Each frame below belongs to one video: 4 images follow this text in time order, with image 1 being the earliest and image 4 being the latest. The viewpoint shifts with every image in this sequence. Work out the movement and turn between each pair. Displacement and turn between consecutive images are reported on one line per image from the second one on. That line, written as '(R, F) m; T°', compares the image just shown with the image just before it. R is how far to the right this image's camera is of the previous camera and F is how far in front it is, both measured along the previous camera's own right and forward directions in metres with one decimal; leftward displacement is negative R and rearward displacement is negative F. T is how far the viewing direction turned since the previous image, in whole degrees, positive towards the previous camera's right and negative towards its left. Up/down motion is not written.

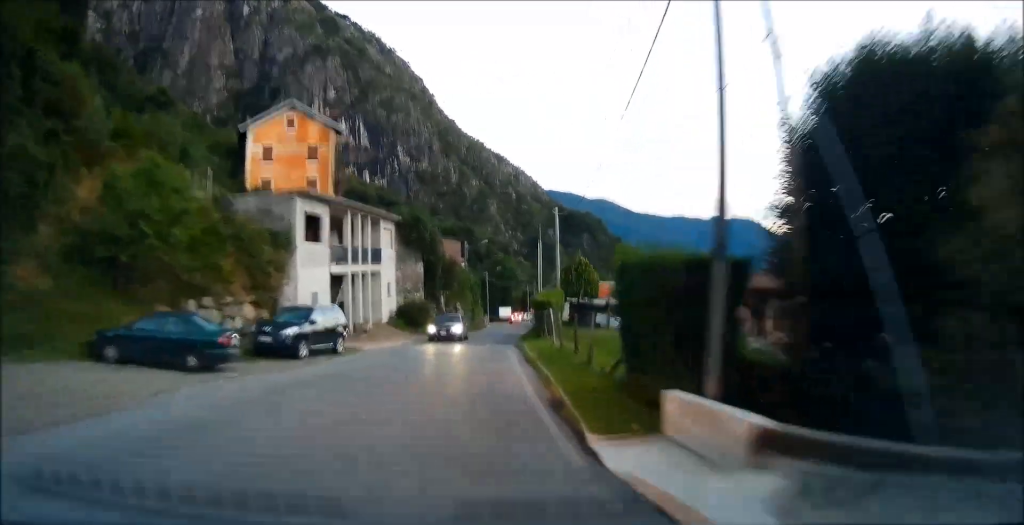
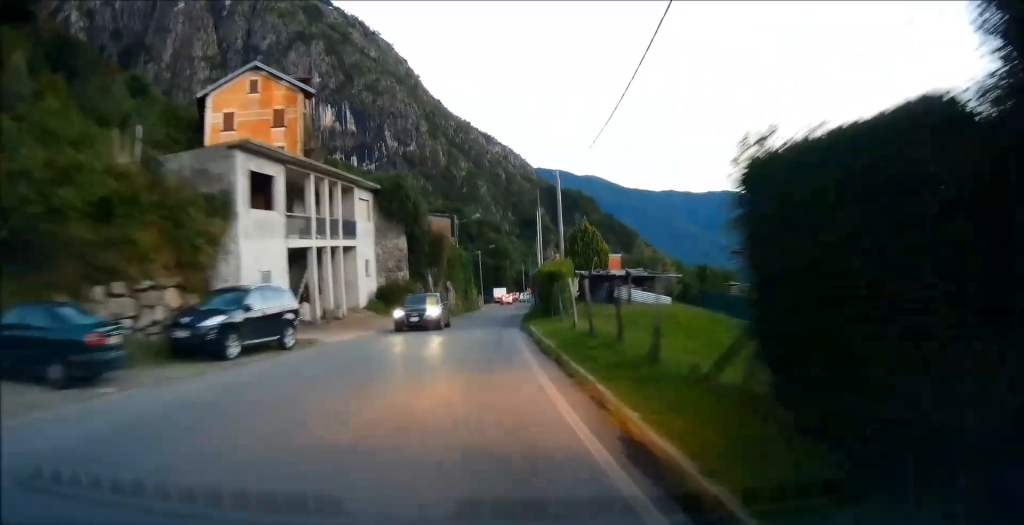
(0.0, +6.2) m; 0°
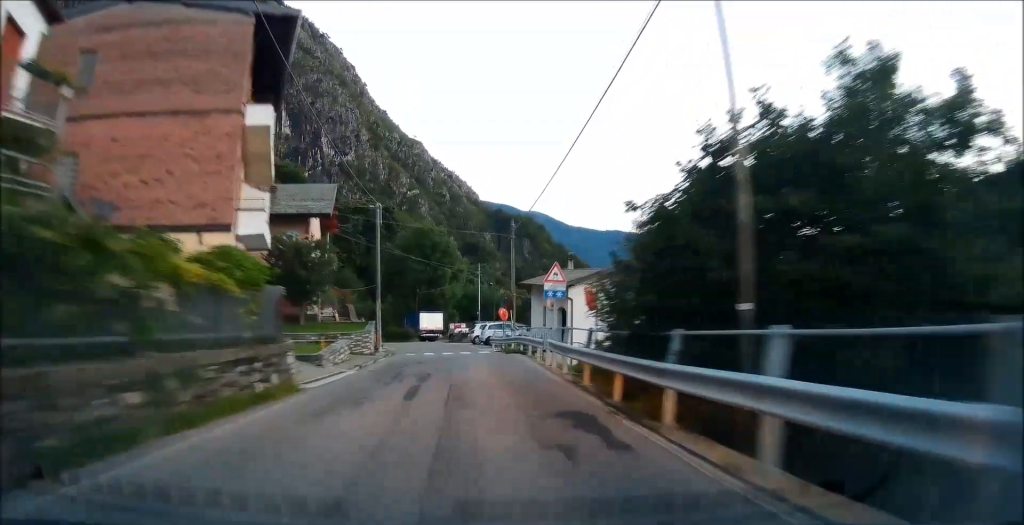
(+4.6, +62.3) m; +6°
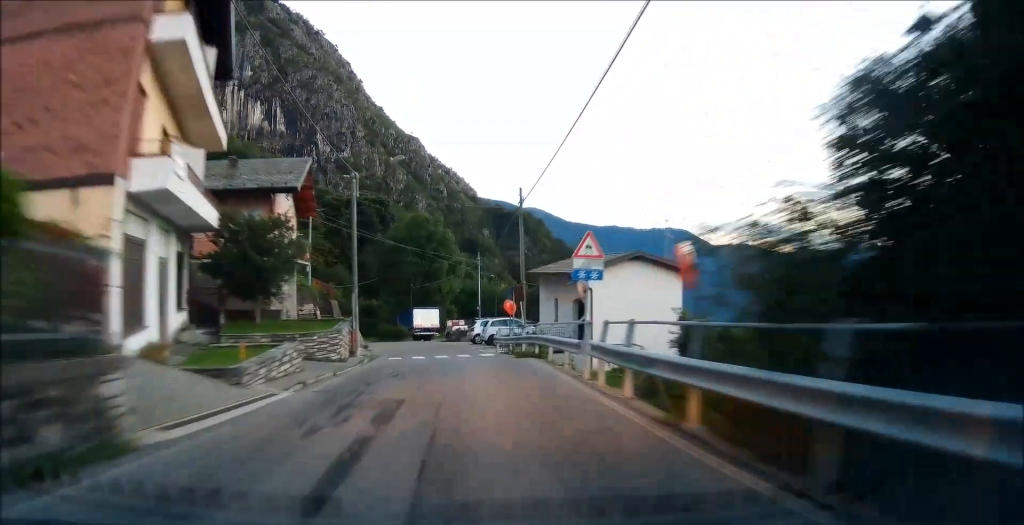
(0.0, +7.0) m; 0°
